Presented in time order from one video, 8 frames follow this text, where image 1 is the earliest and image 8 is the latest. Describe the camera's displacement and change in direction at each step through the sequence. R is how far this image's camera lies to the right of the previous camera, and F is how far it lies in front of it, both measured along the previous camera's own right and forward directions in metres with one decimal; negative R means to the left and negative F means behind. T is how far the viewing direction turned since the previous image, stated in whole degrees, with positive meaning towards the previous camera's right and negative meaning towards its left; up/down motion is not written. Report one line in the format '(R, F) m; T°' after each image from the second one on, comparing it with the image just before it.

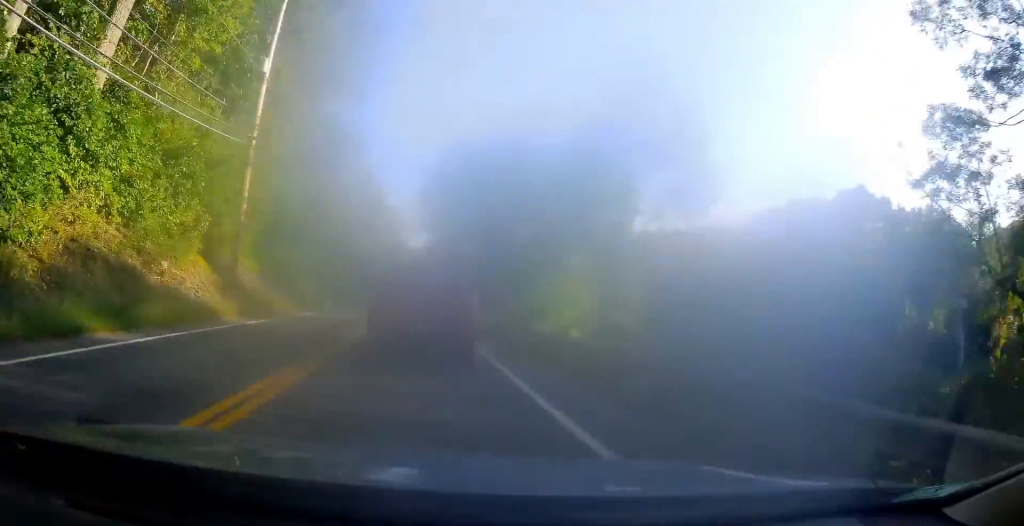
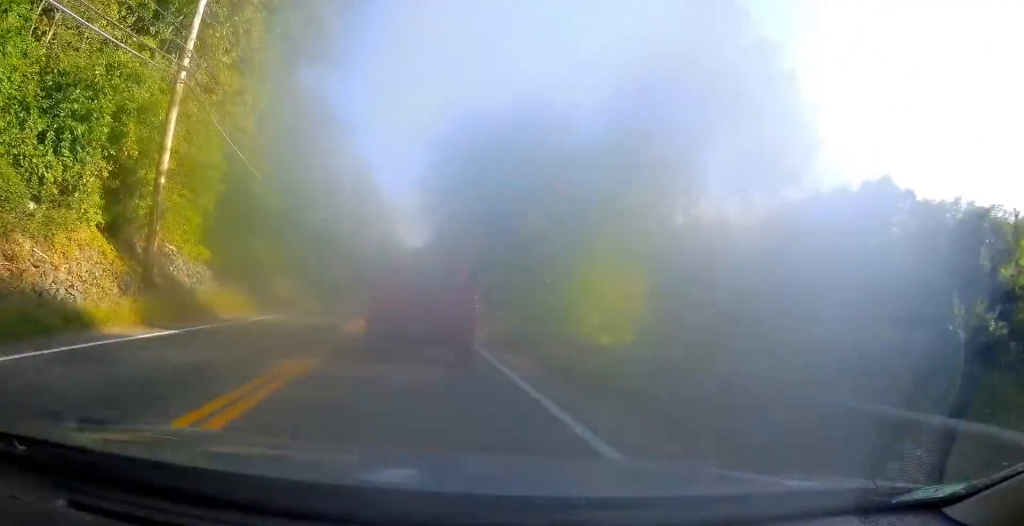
(-0.1, +7.3) m; +1°
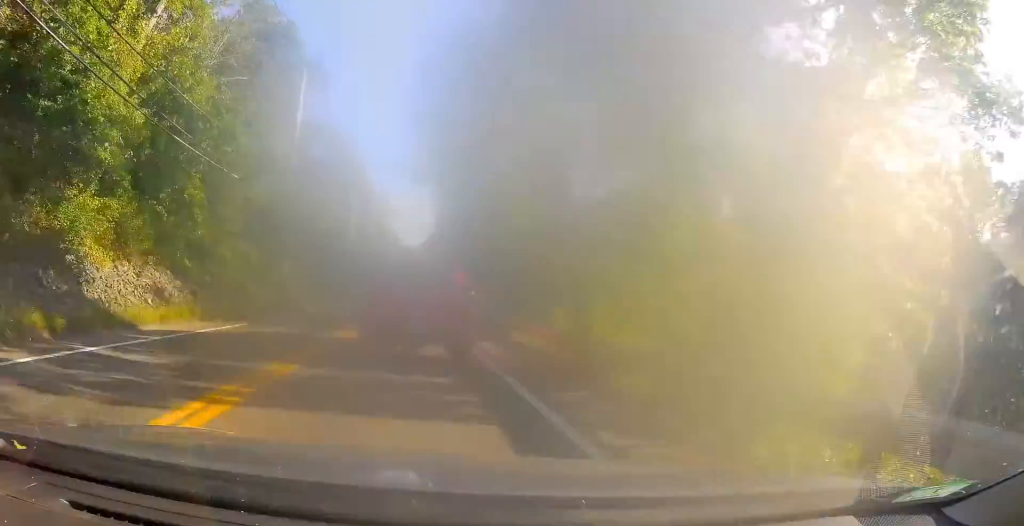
(+0.4, +18.5) m; +1°
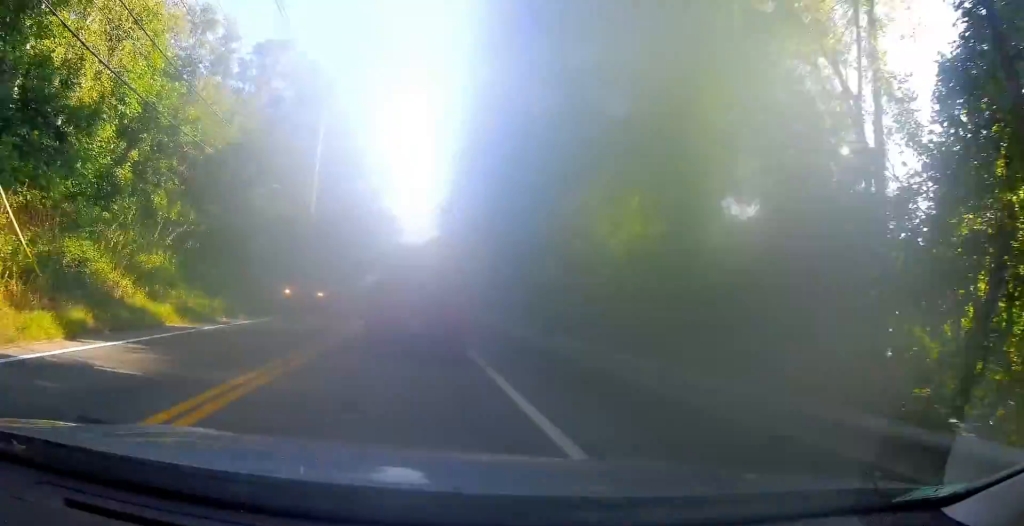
(-0.4, +29.5) m; -1°
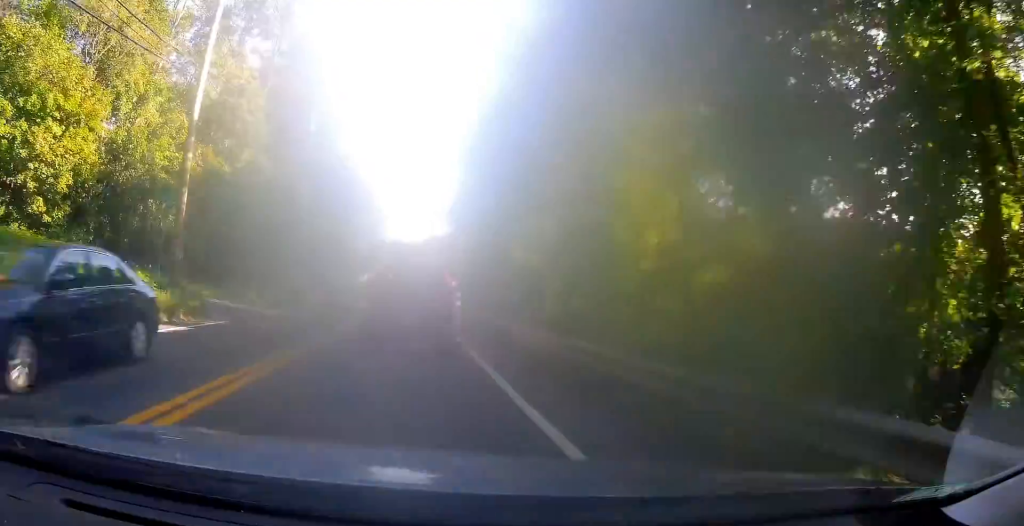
(0.0, +21.5) m; 0°
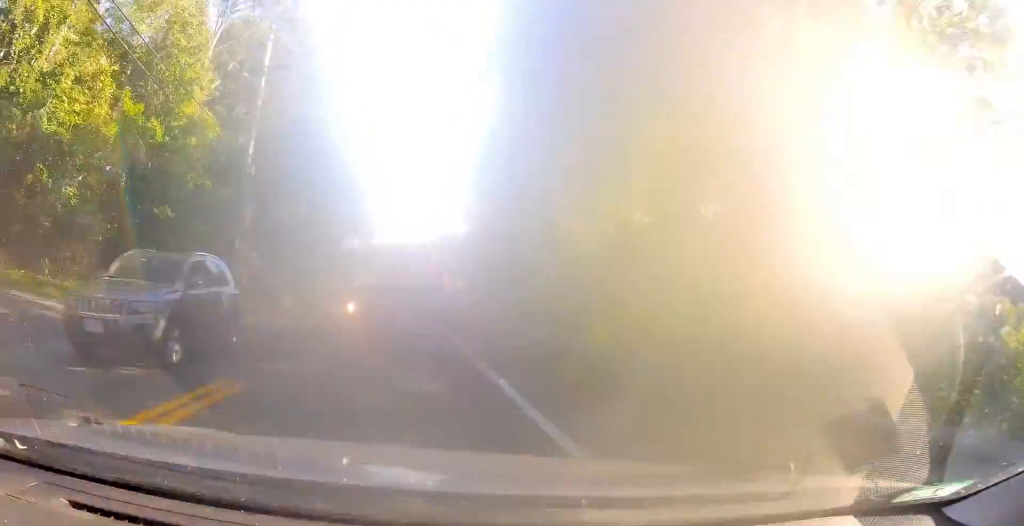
(0.0, +11.1) m; +1°
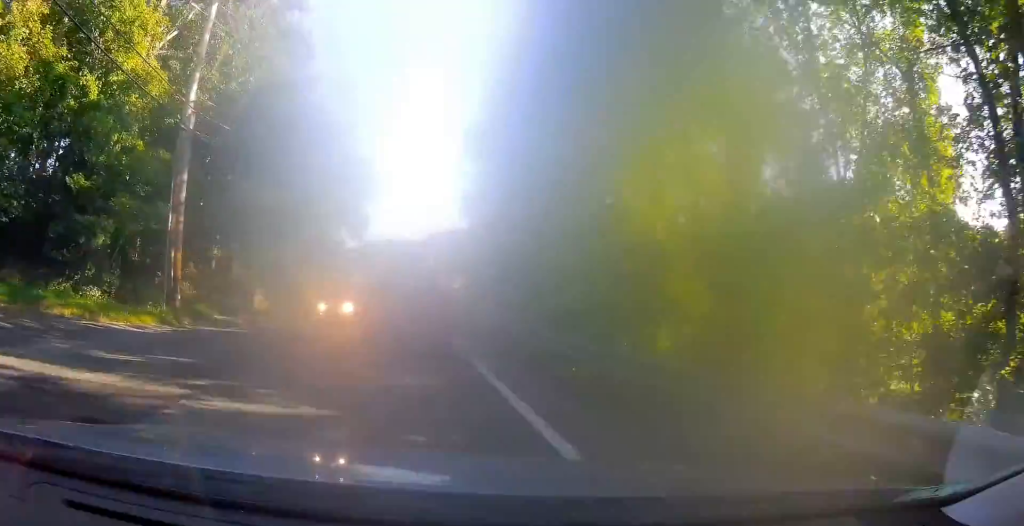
(0.0, +7.5) m; +1°
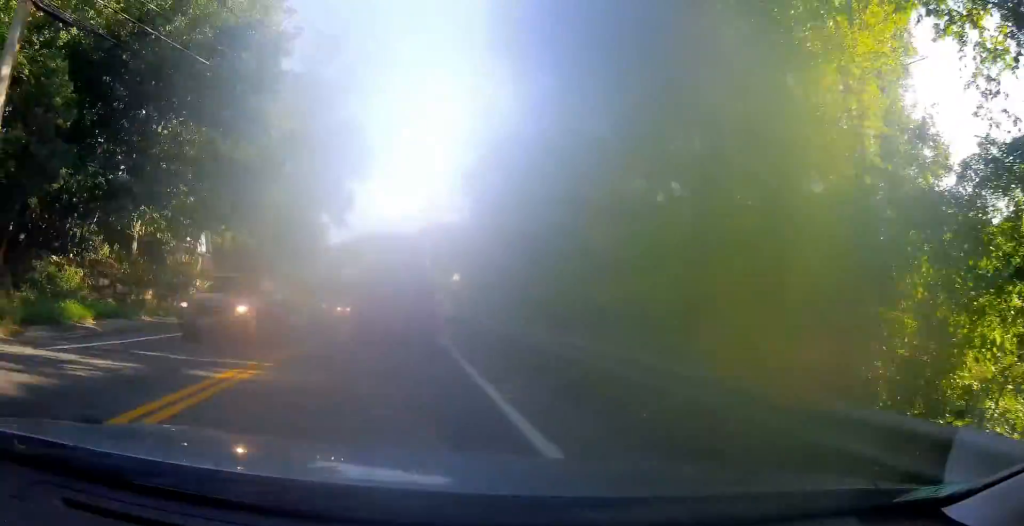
(+0.3, +8.7) m; 0°
